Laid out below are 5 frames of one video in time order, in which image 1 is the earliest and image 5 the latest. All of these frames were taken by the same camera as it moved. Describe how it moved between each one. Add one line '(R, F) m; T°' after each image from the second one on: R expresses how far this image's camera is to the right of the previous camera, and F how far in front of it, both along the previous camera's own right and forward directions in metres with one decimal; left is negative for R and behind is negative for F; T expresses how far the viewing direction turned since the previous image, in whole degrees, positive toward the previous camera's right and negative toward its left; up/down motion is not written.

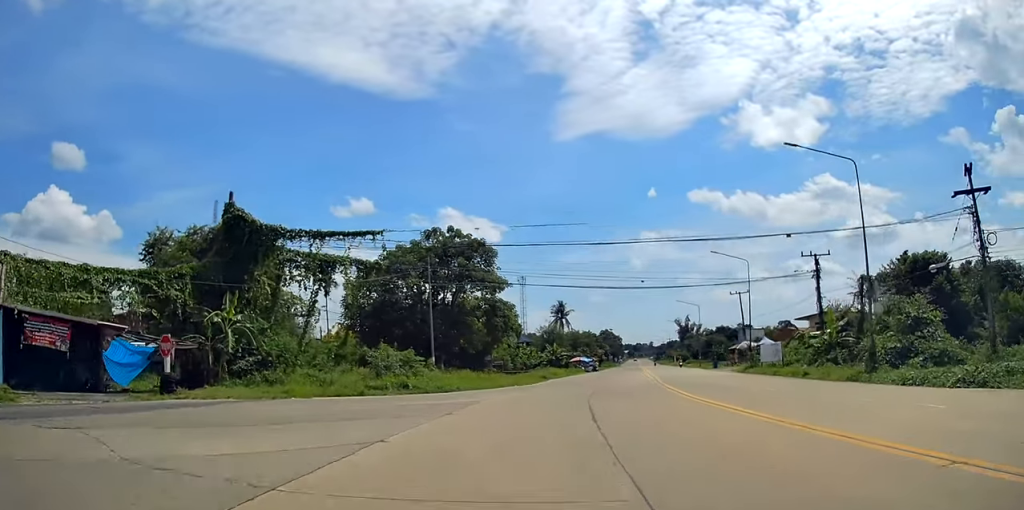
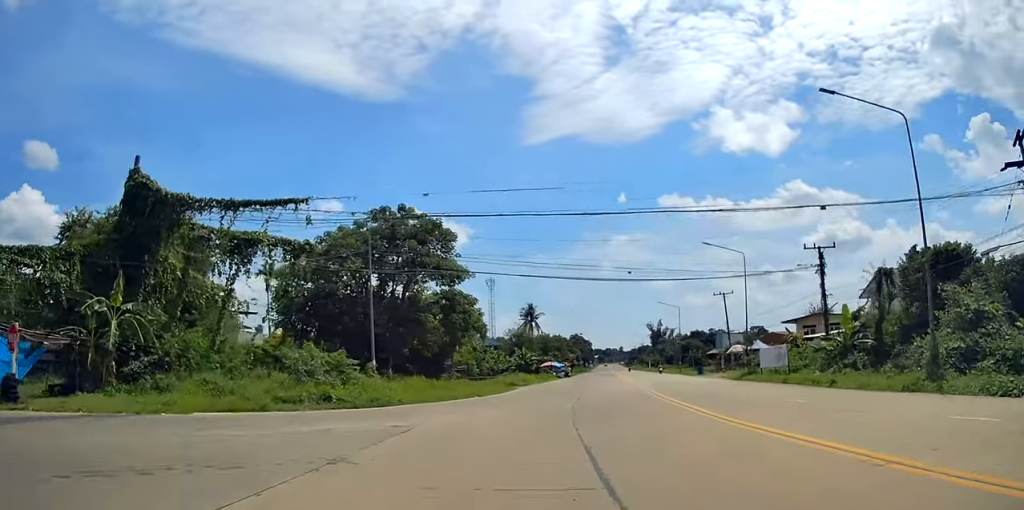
(+0.1, +6.6) m; +2°
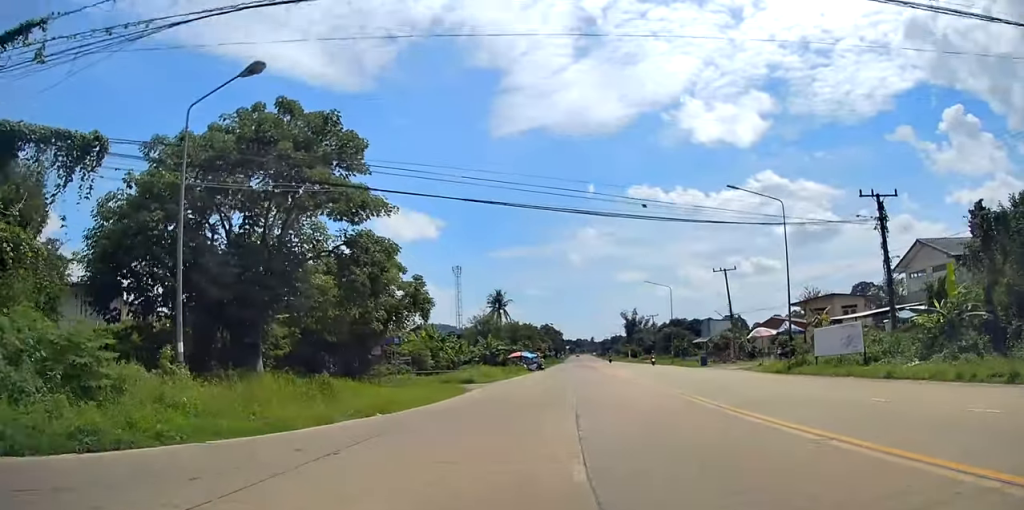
(+0.2, +13.5) m; +4°
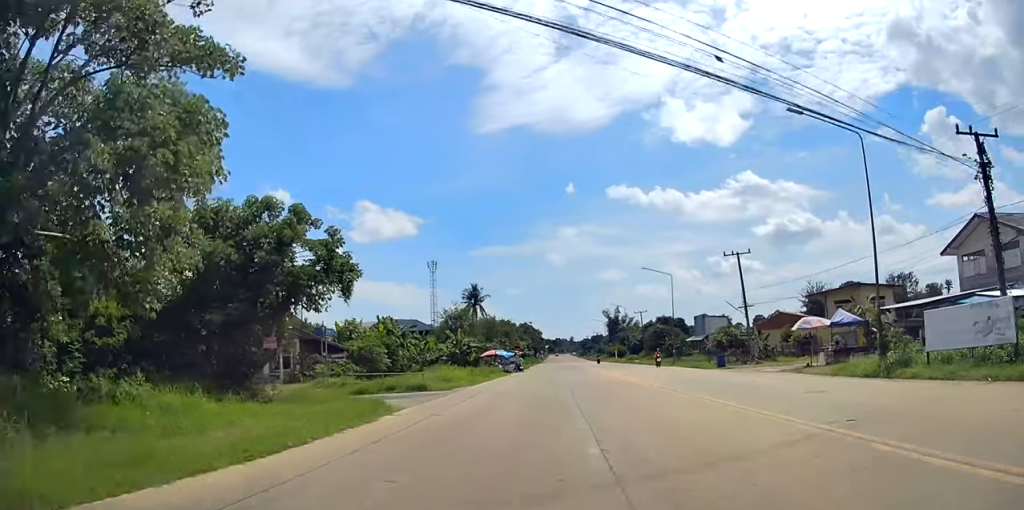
(+0.6, +11.5) m; +3°
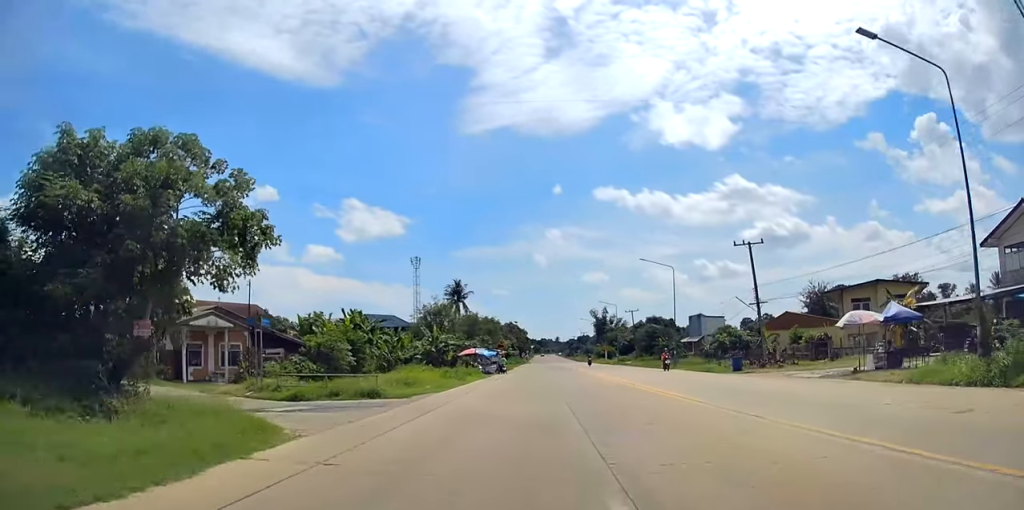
(0.0, +7.0) m; 0°
